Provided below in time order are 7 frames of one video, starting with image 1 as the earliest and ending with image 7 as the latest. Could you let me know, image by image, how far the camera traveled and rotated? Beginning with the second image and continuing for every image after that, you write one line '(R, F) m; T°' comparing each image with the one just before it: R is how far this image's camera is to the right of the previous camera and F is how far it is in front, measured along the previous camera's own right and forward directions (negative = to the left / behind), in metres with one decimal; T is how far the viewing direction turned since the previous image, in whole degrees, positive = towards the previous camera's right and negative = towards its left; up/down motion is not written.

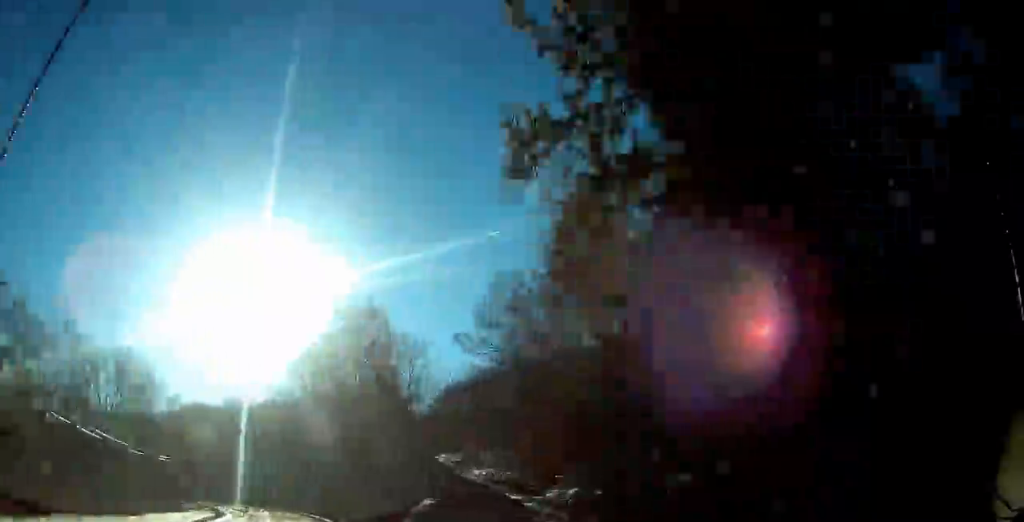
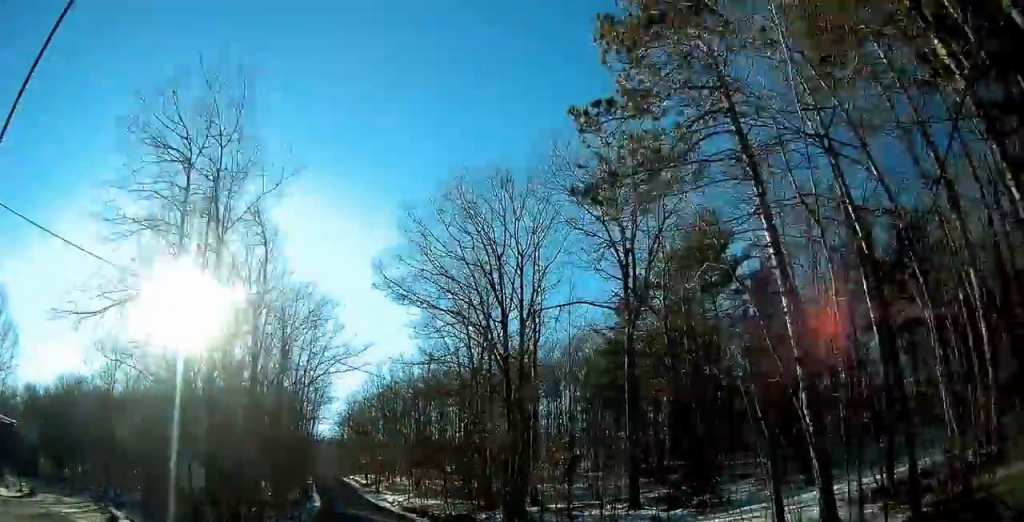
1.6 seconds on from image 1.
(0.0, +23.9) m; +4°
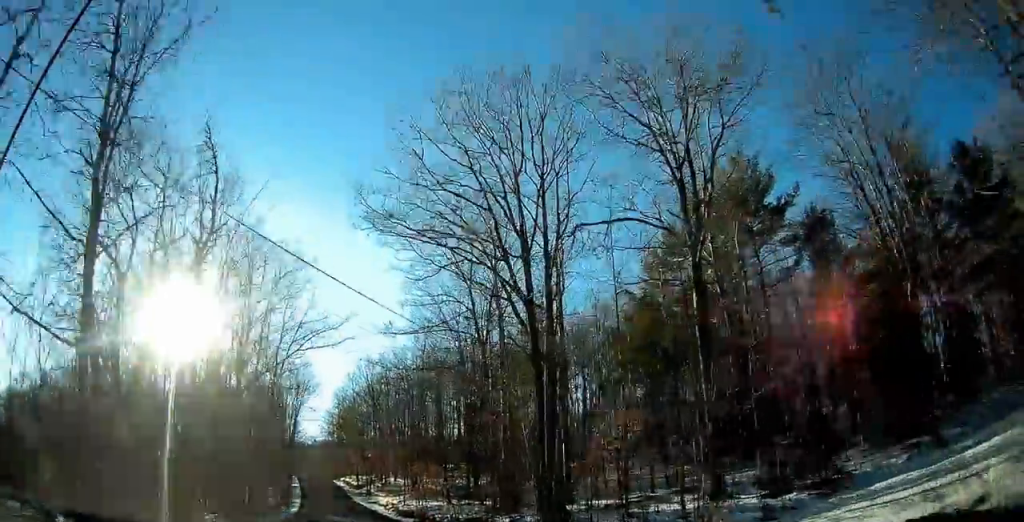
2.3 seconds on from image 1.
(+0.6, +9.6) m; +2°
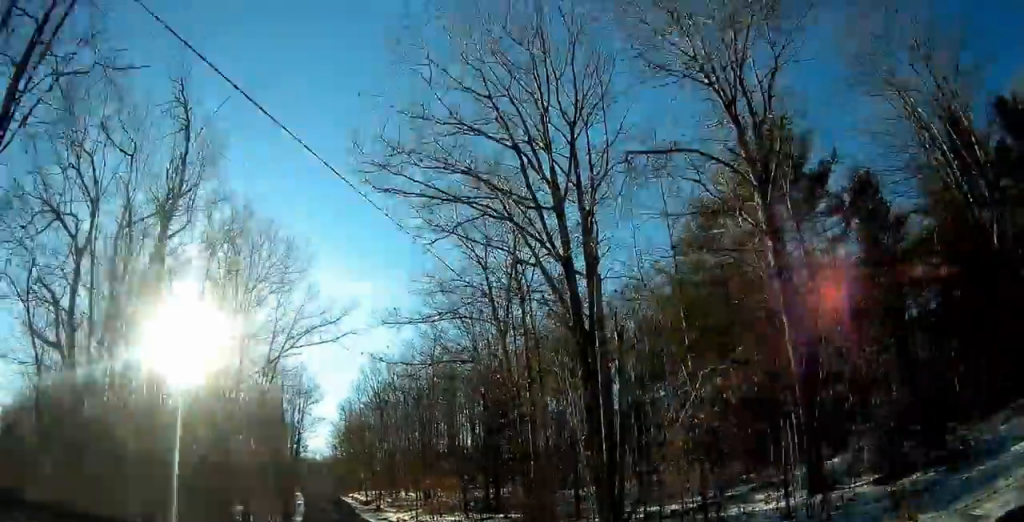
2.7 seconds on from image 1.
(+0.3, +5.8) m; +1°
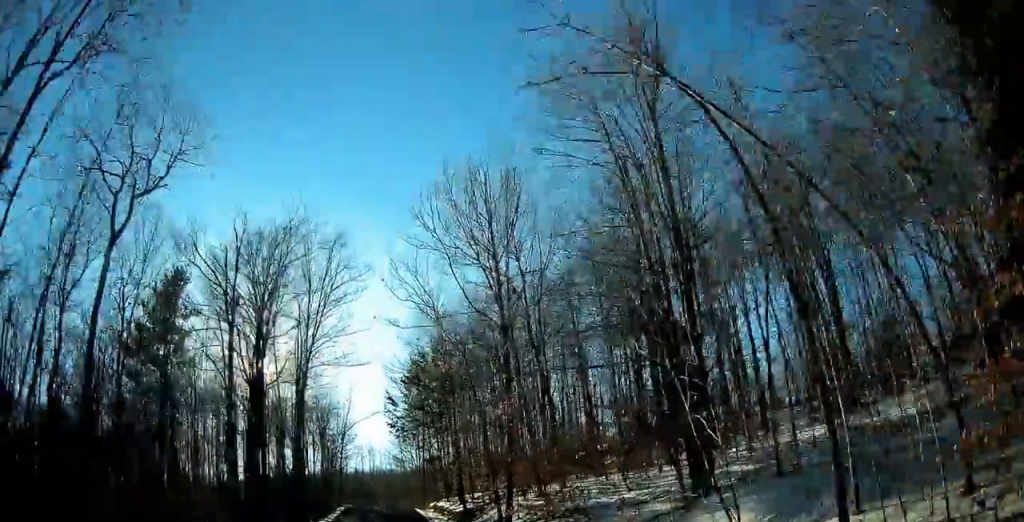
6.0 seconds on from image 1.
(-1.8, +41.5) m; -6°
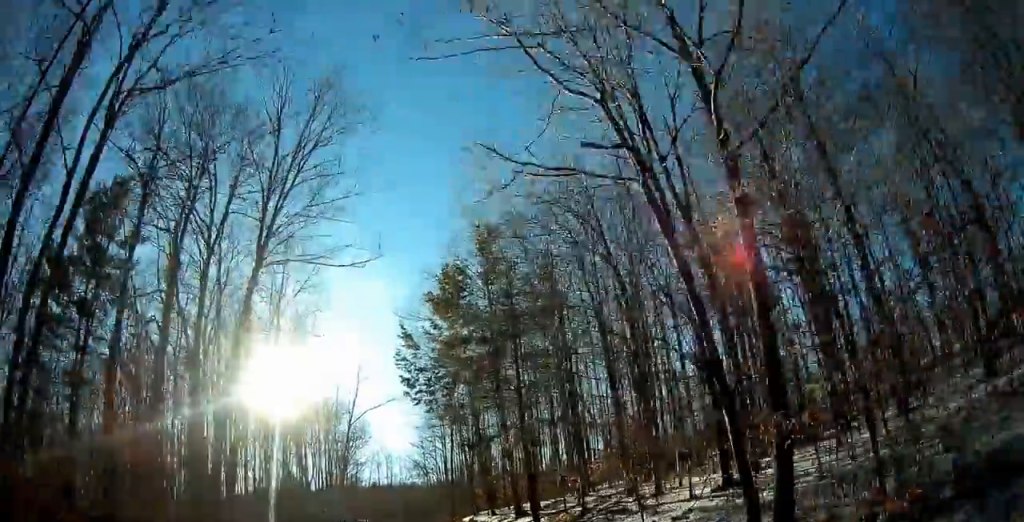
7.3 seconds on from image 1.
(-0.5, +15.4) m; -3°
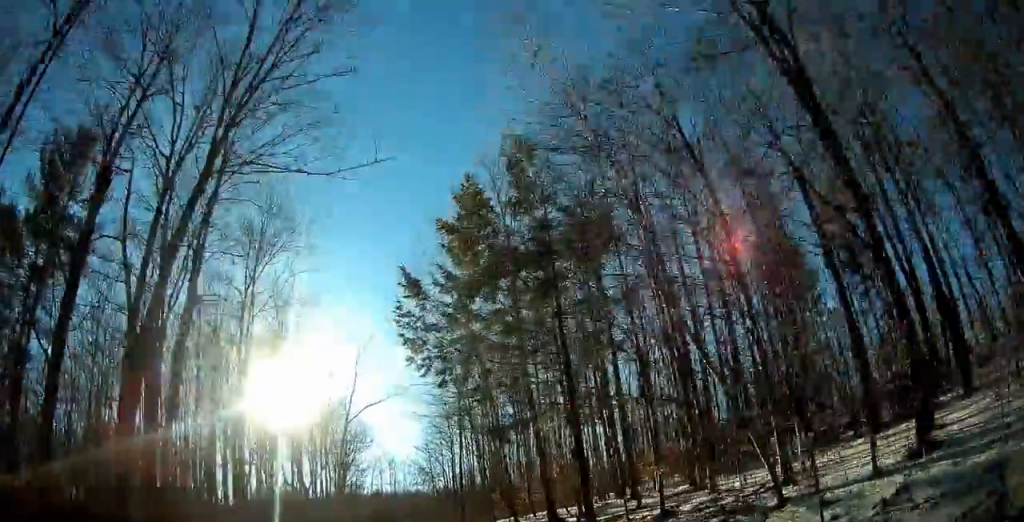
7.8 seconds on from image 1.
(-0.2, +5.9) m; -1°
